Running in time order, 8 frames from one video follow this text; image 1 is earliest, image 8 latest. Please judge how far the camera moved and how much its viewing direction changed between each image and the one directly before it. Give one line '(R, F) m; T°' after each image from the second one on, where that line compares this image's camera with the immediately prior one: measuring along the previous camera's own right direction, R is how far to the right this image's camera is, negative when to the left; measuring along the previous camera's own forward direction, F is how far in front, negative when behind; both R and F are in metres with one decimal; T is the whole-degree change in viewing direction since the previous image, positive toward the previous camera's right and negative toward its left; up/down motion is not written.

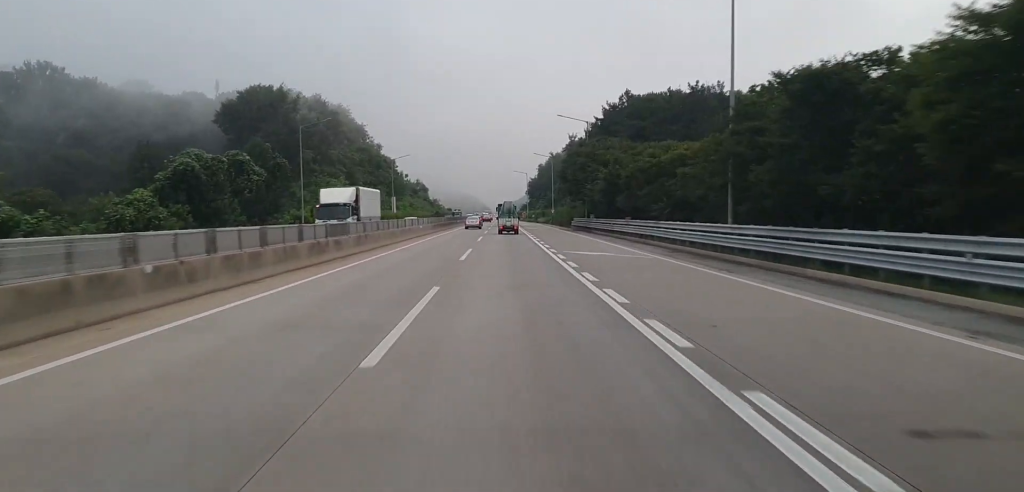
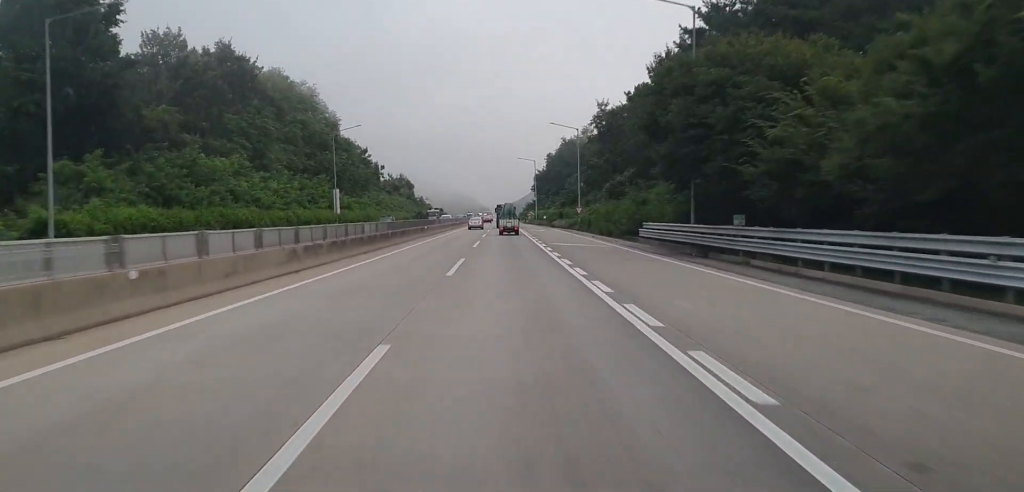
(0.0, +49.1) m; 0°
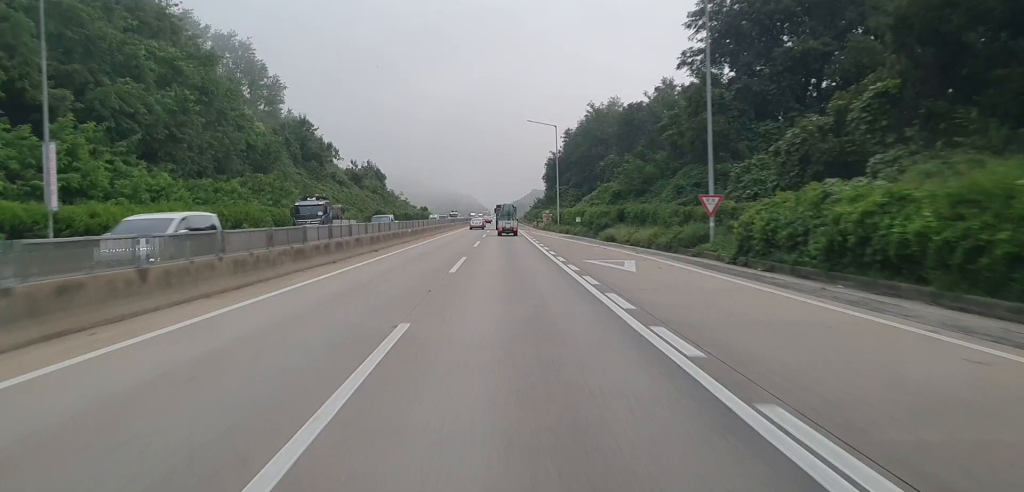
(+0.8, +59.3) m; +1°
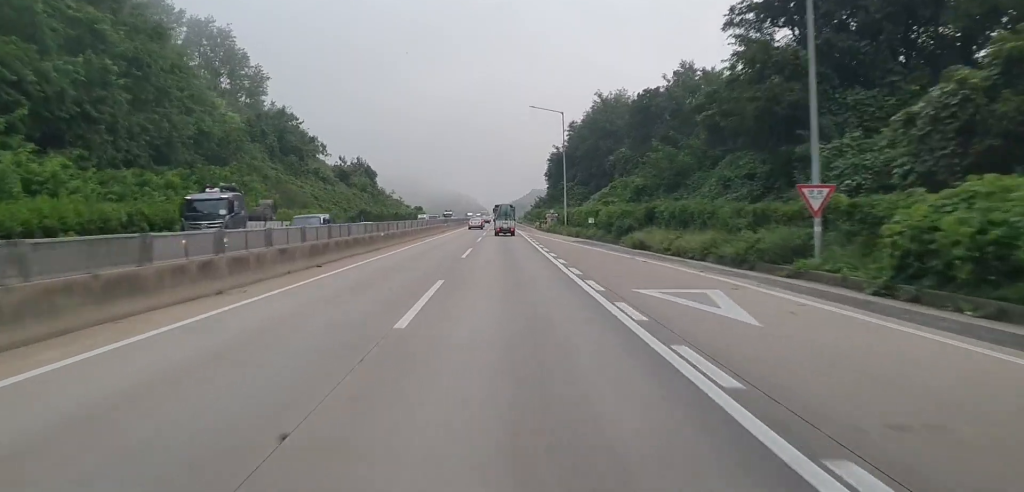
(-0.1, +11.9) m; 0°
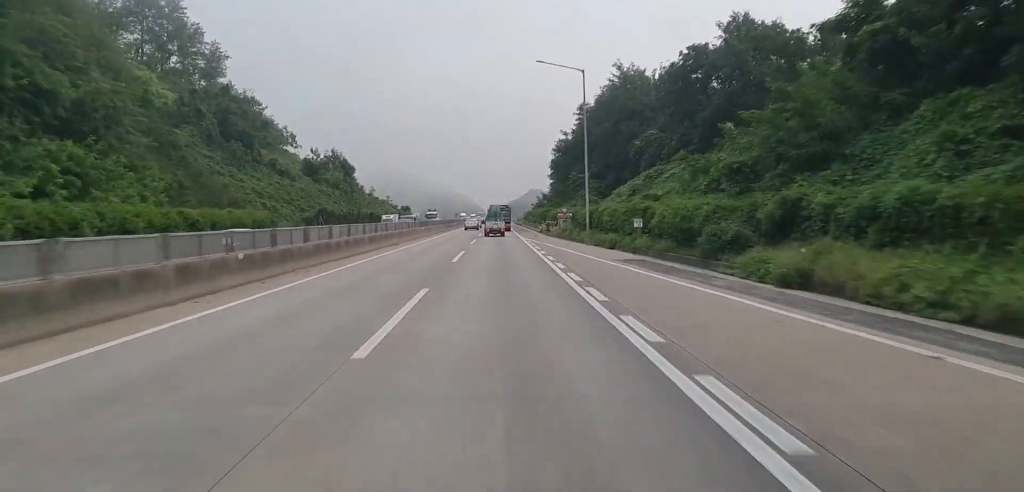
(-0.1, +22.8) m; 0°
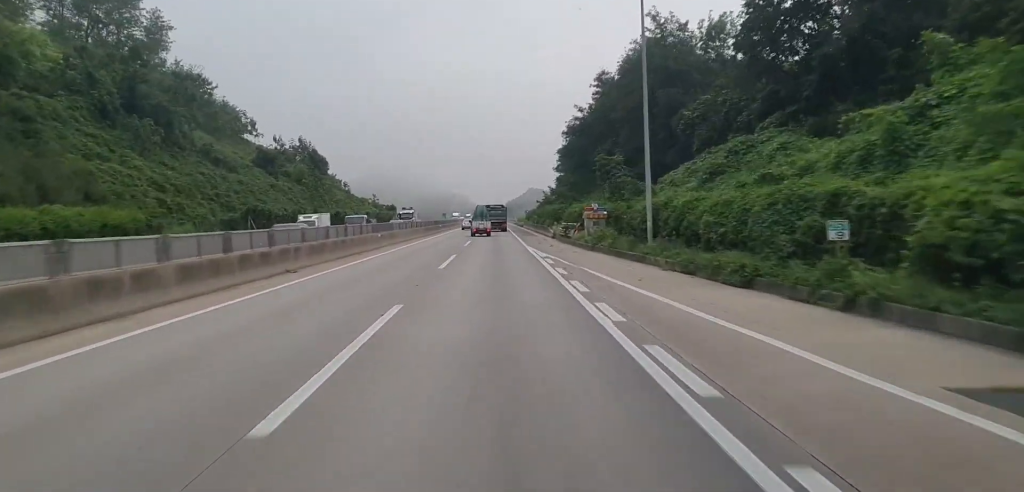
(+0.2, +23.7) m; 0°
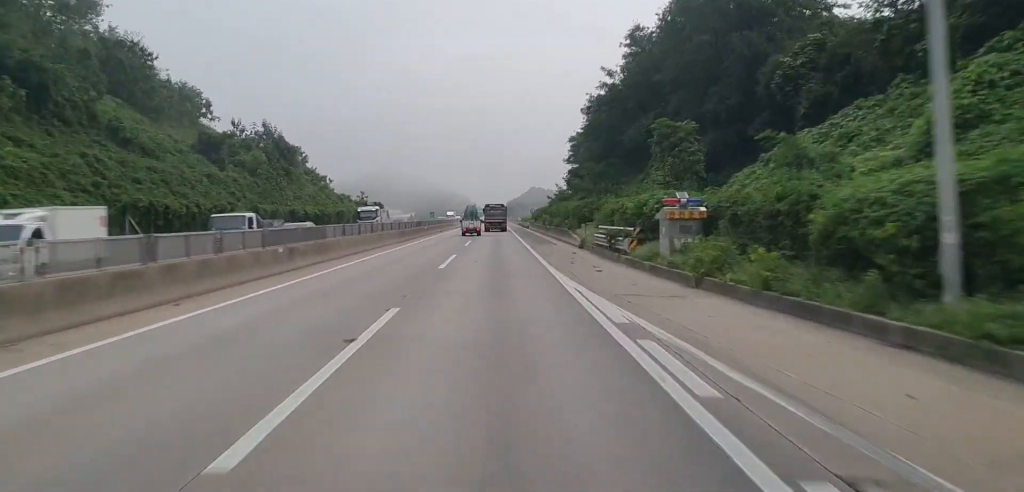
(+0.1, +20.9) m; 0°
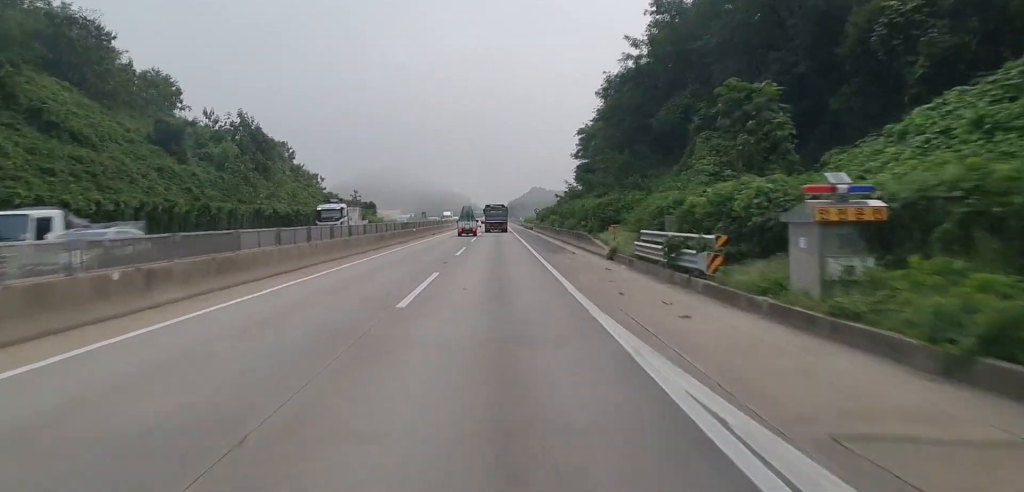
(-0.1, +10.9) m; -1°
